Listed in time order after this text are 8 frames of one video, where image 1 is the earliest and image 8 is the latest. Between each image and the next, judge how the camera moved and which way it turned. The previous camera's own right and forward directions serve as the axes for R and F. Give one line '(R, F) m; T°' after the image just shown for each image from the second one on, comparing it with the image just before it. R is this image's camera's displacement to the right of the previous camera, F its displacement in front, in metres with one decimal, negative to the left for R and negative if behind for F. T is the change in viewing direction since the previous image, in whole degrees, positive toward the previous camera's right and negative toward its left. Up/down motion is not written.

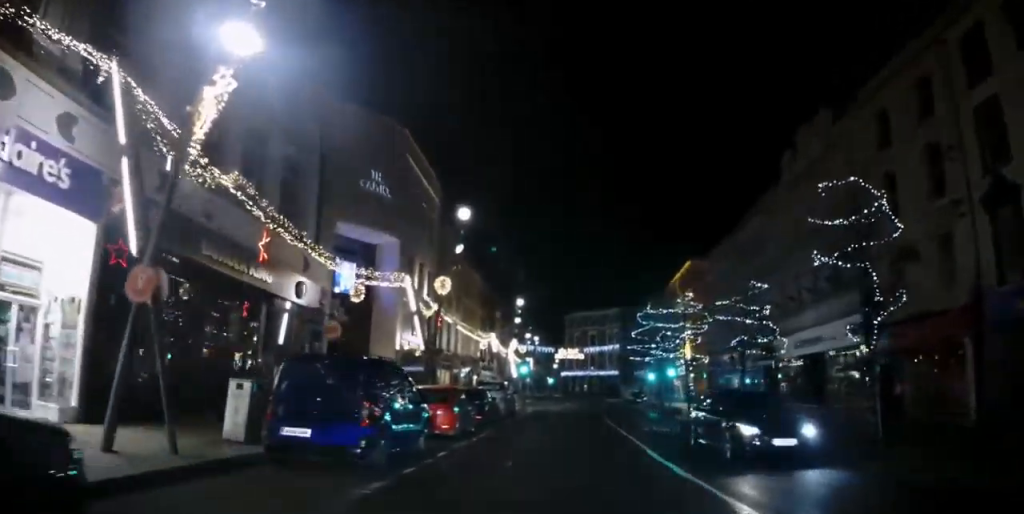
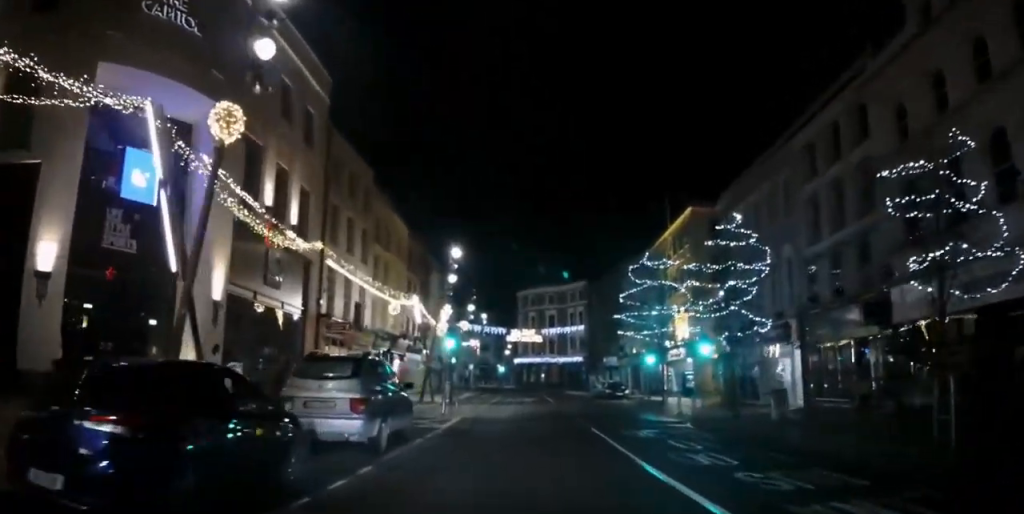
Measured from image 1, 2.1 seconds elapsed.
(0.0, +16.3) m; 0°
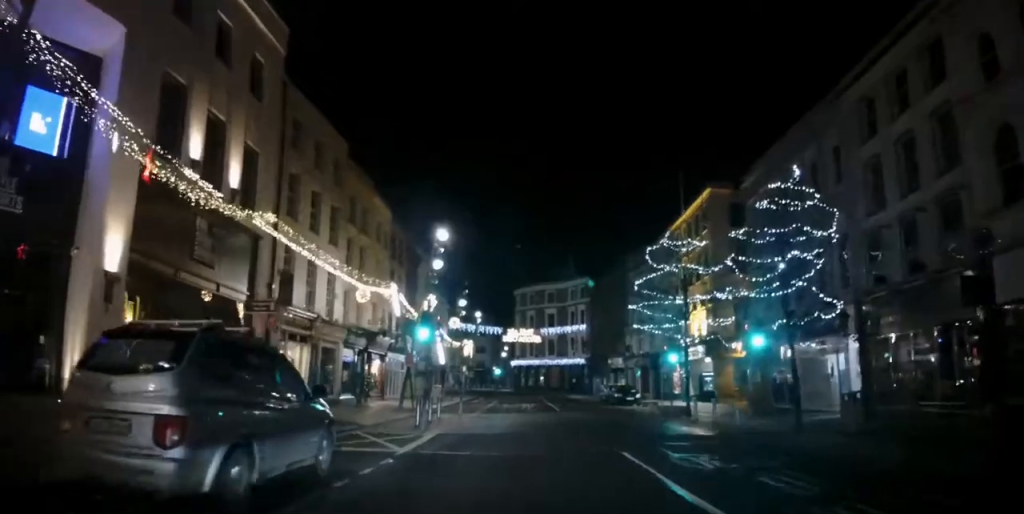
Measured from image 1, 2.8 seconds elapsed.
(0.0, +5.4) m; +1°
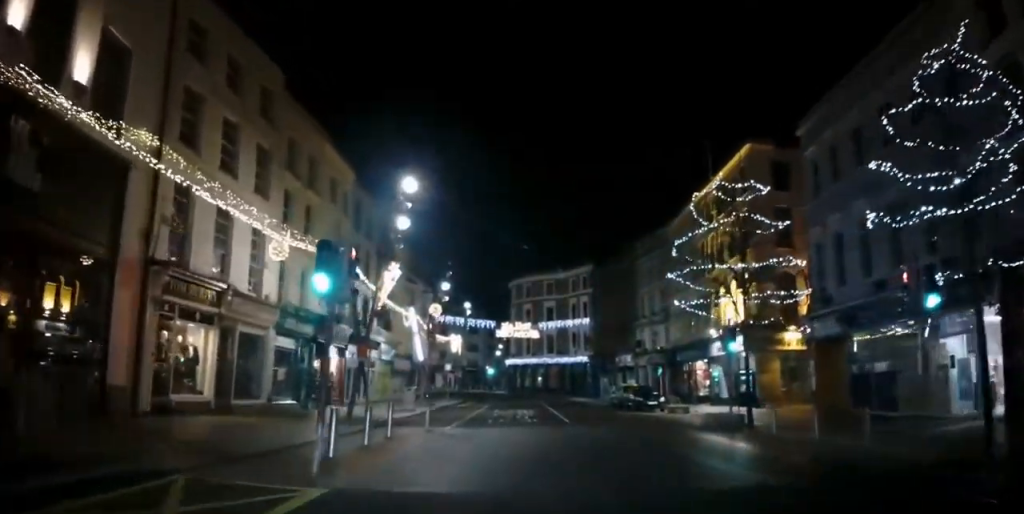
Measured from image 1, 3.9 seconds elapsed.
(+0.2, +8.4) m; +3°
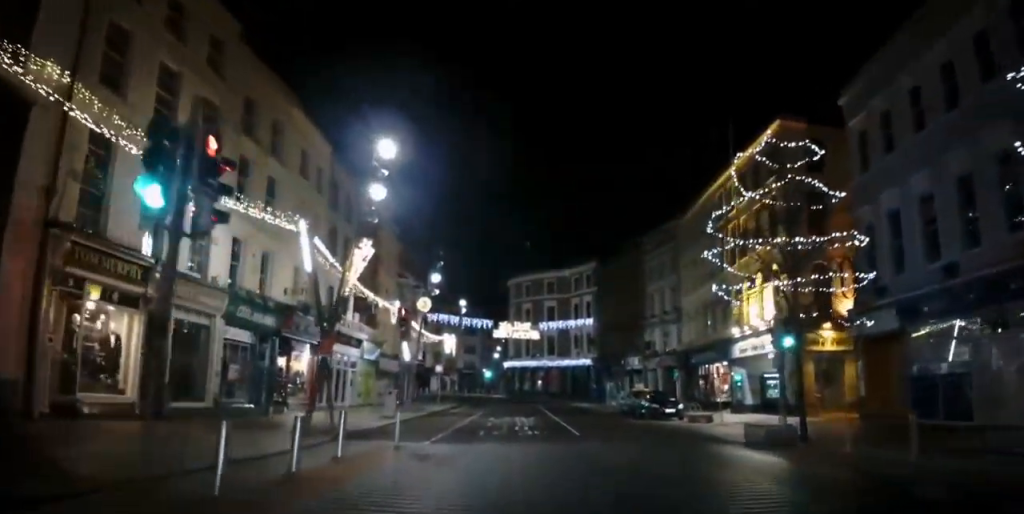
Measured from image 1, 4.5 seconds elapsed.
(+0.3, +4.2) m; 0°
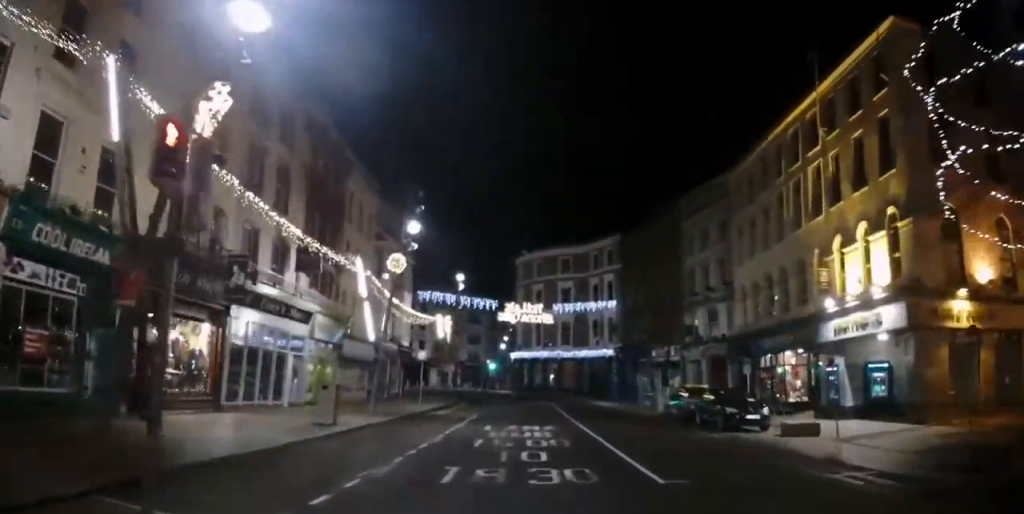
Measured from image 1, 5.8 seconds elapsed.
(-0.6, +9.7) m; -4°
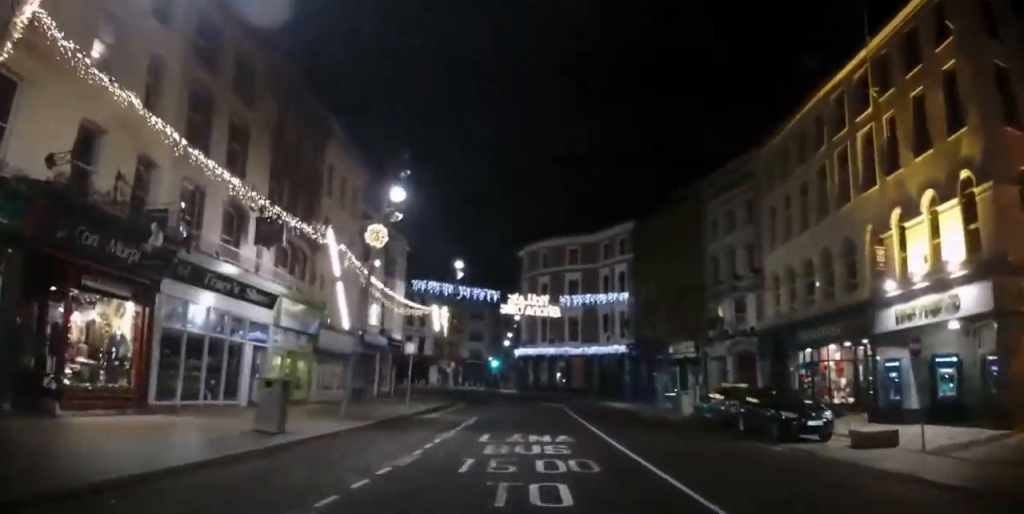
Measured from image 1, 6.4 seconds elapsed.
(0.0, +4.2) m; 0°
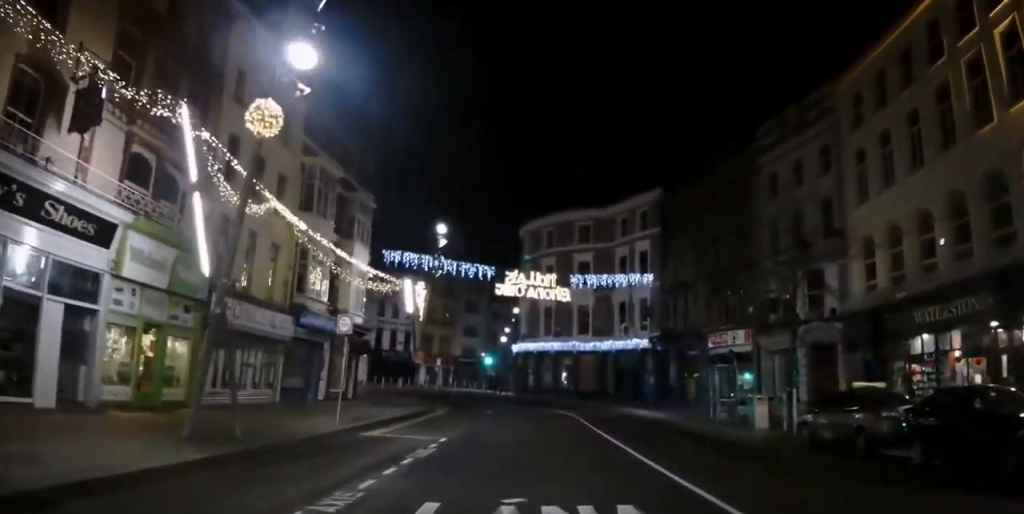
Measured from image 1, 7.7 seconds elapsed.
(+0.1, +9.4) m; +4°
